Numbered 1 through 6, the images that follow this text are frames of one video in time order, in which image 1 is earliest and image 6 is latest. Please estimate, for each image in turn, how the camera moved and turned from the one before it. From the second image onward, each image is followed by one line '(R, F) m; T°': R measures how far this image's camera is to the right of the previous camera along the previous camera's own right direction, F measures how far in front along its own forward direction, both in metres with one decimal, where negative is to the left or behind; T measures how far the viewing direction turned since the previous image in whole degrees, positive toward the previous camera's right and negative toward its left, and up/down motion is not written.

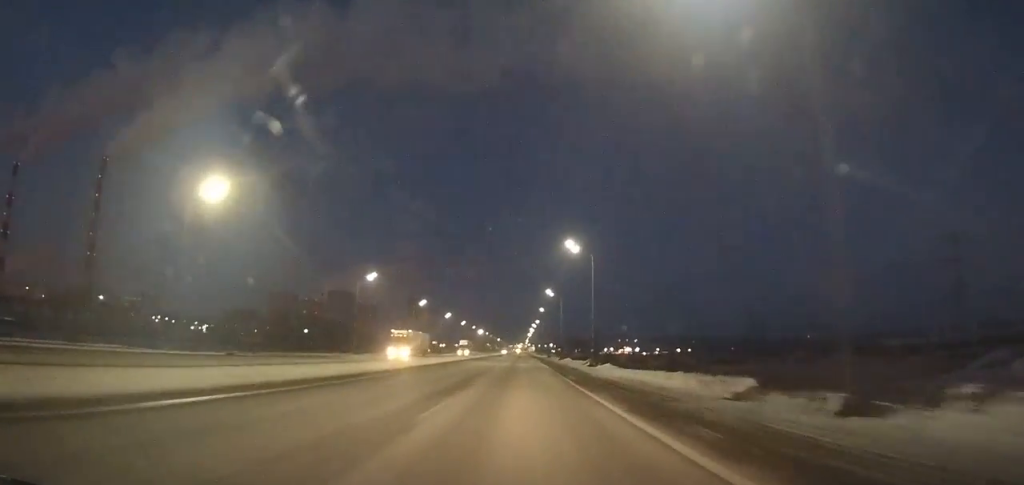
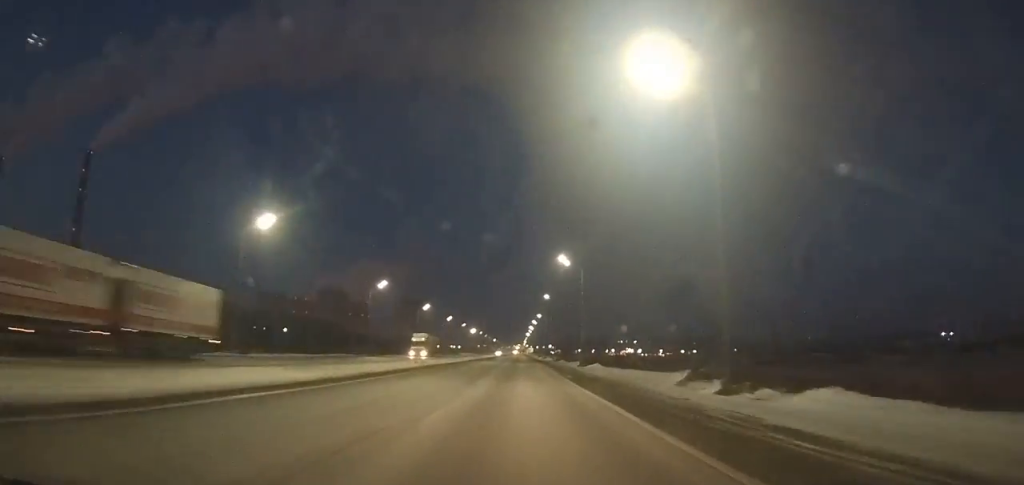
(0.0, +37.9) m; 0°
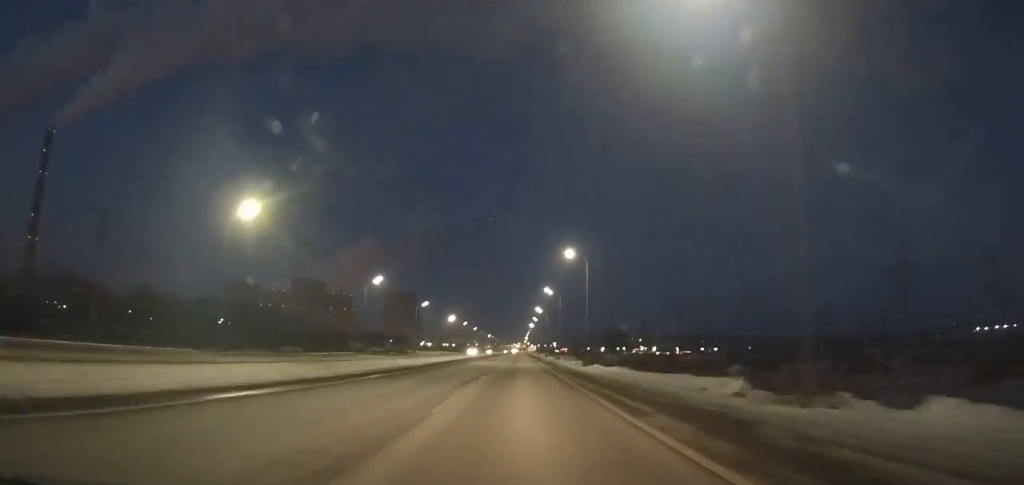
(+0.3, +94.1) m; 0°
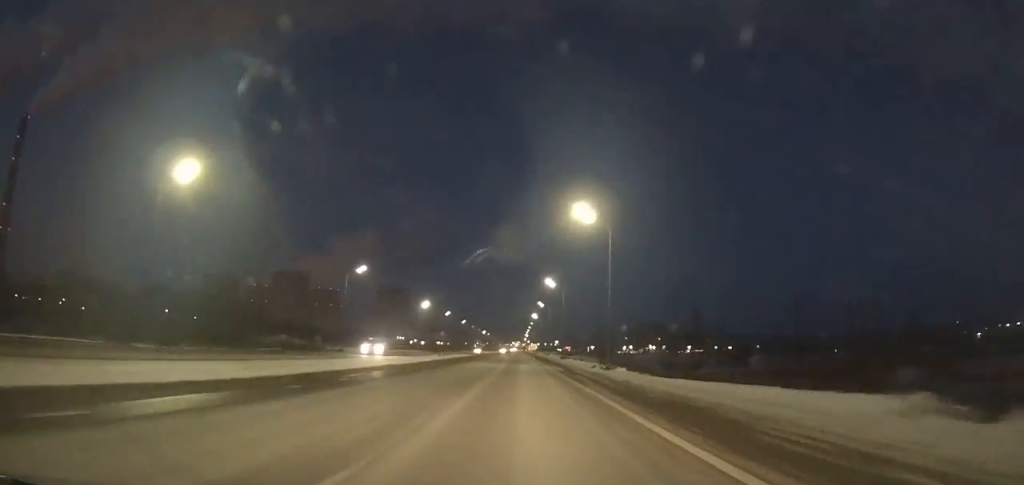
(-0.1, +56.4) m; 0°
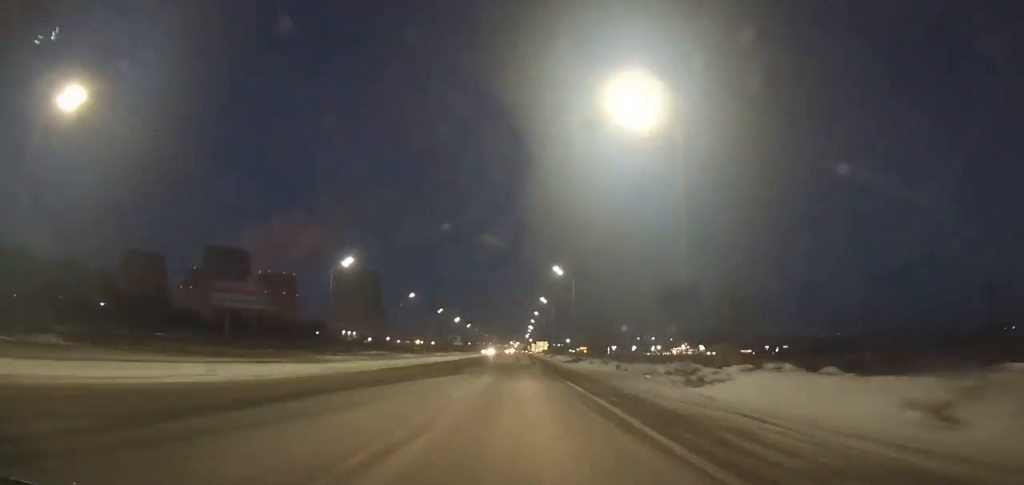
(+0.2, +153.7) m; 0°
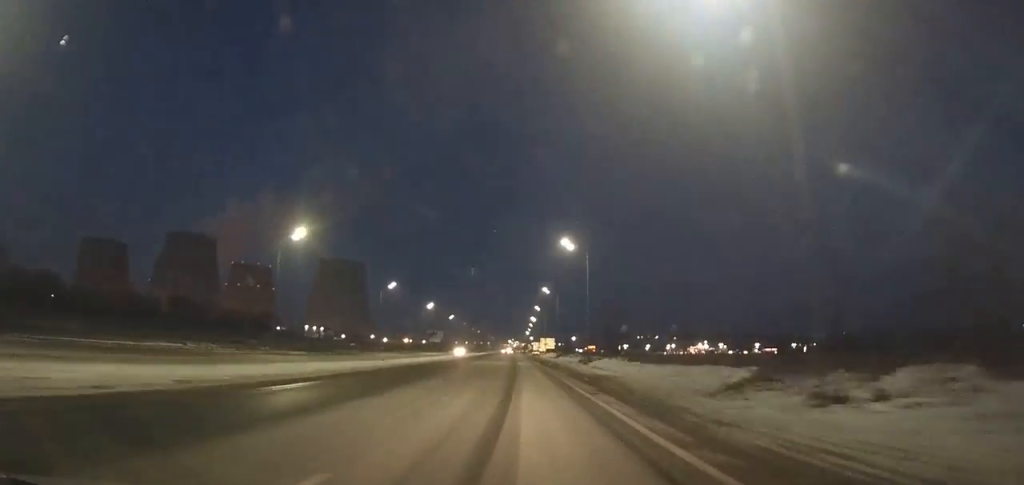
(+0.1, +60.0) m; 0°
